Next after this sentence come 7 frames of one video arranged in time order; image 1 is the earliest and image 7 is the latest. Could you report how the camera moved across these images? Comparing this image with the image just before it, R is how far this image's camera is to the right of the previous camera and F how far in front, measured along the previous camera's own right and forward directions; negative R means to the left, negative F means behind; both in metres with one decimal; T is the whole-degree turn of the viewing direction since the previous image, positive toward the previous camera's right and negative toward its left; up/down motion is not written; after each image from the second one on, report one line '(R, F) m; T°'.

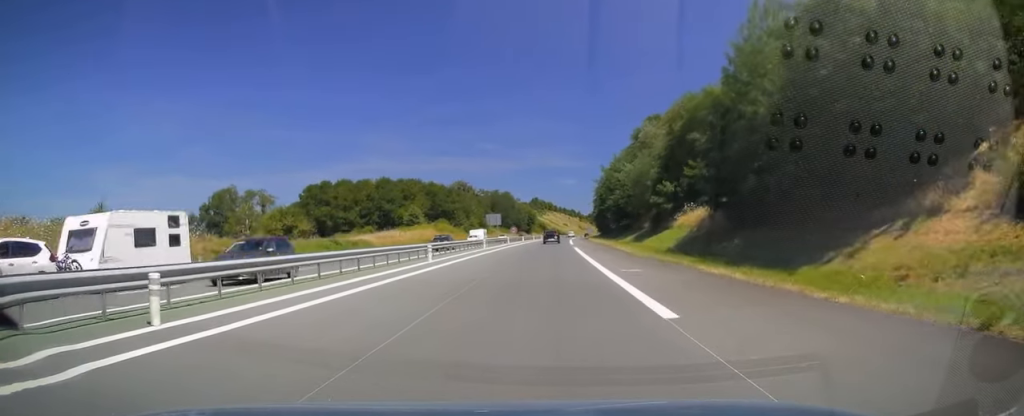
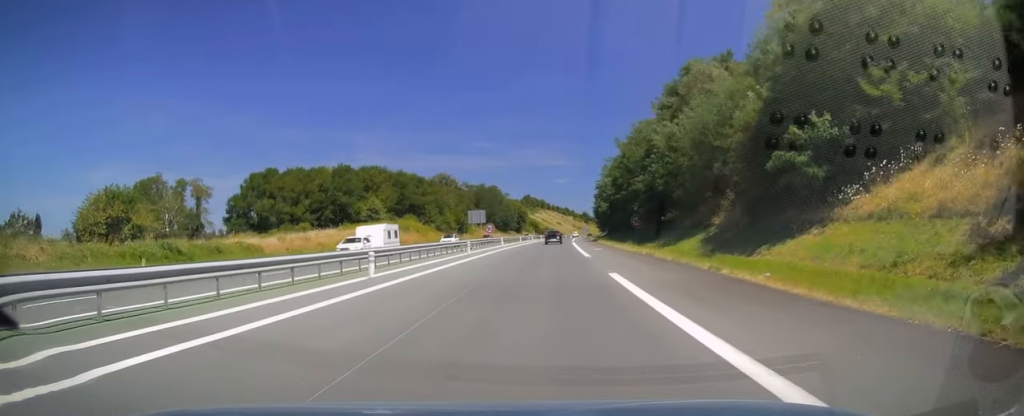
(+0.2, +30.6) m; +1°
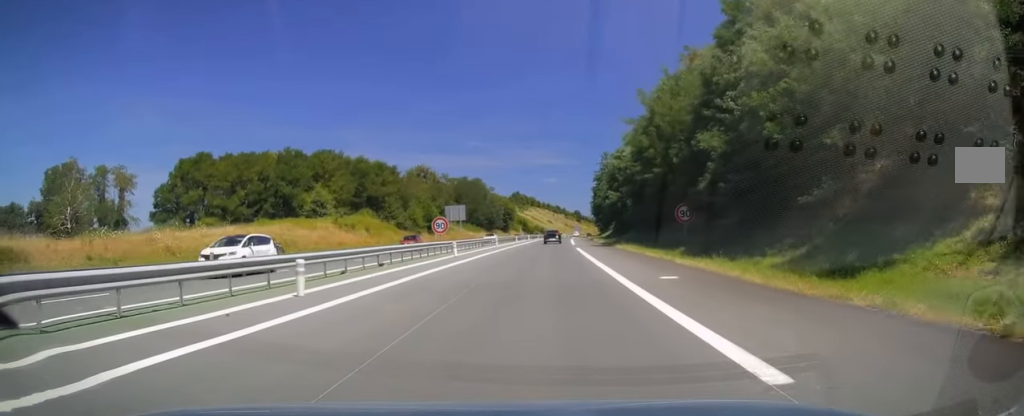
(+0.2, +25.9) m; +1°
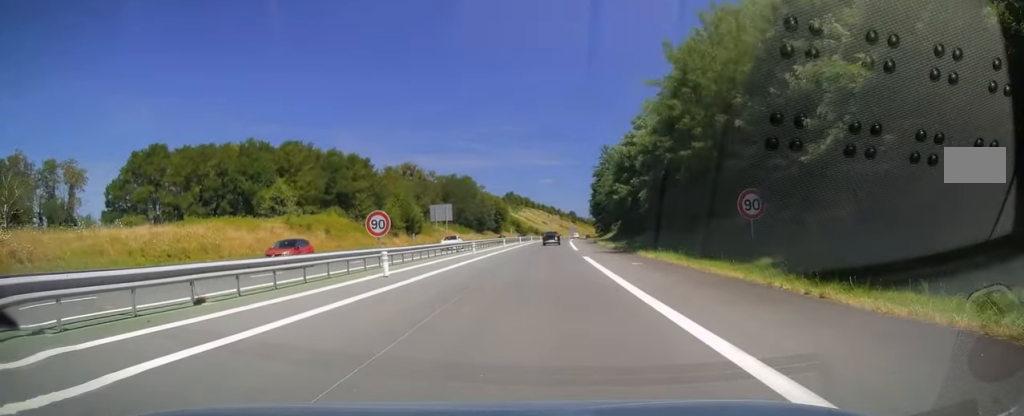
(0.0, +13.8) m; 0°
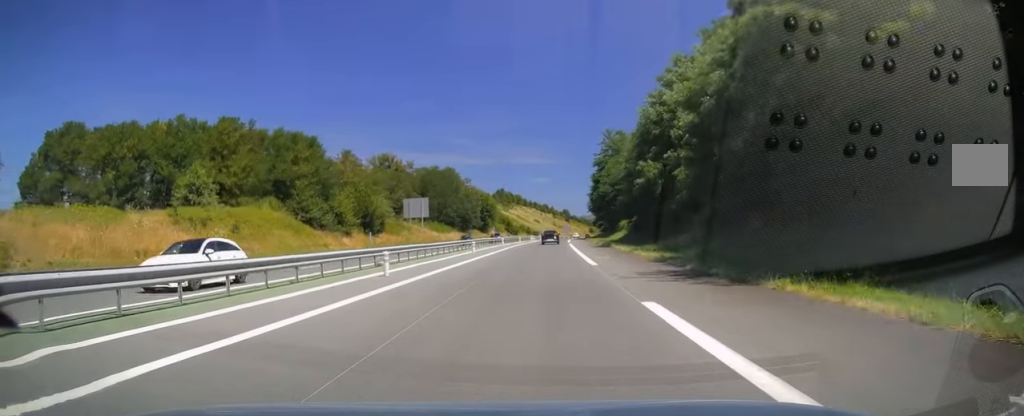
(+0.2, +20.8) m; 0°
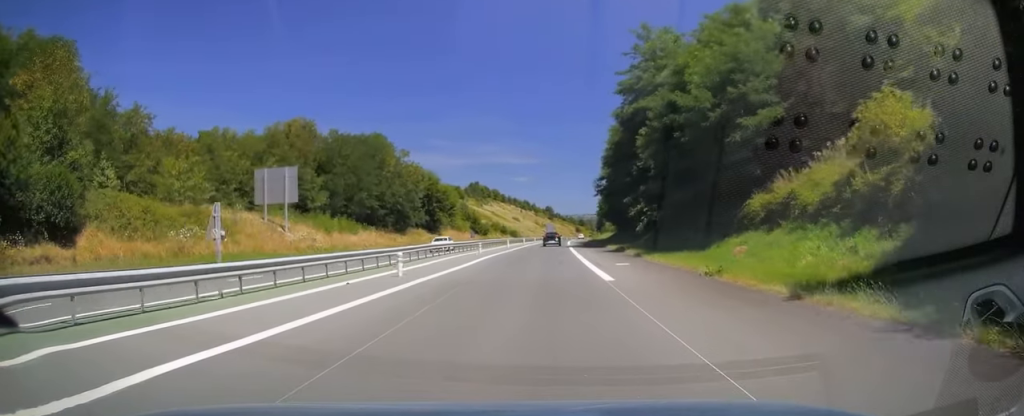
(+0.9, +59.7) m; +2°
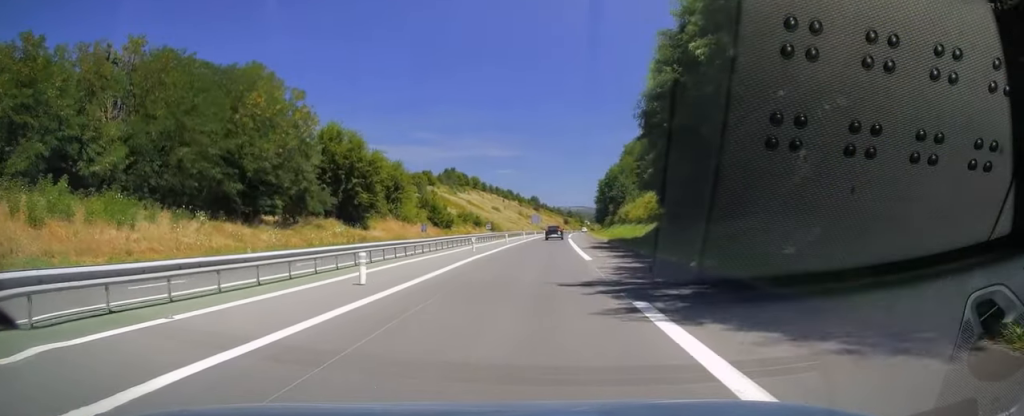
(+0.5, +45.5) m; +1°
